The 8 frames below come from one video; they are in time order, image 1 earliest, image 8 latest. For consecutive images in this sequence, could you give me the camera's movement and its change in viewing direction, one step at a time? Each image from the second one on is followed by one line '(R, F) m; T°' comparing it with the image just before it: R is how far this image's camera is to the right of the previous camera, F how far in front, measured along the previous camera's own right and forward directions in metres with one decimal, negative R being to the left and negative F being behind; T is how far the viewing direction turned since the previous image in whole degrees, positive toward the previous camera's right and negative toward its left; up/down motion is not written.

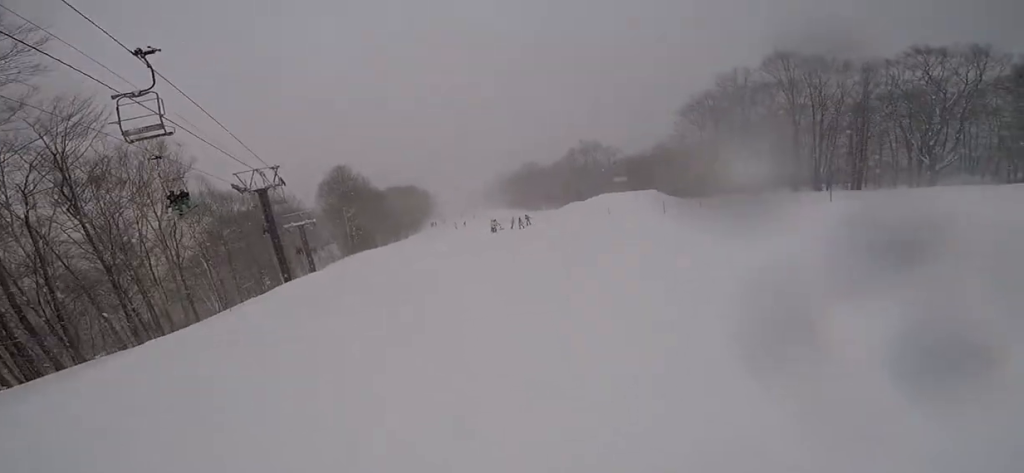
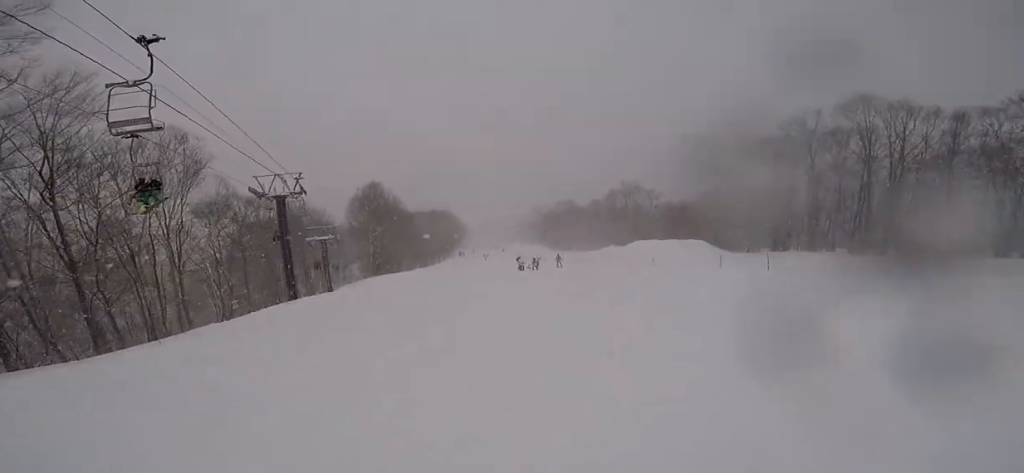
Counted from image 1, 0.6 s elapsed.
(+0.1, +3.6) m; -4°
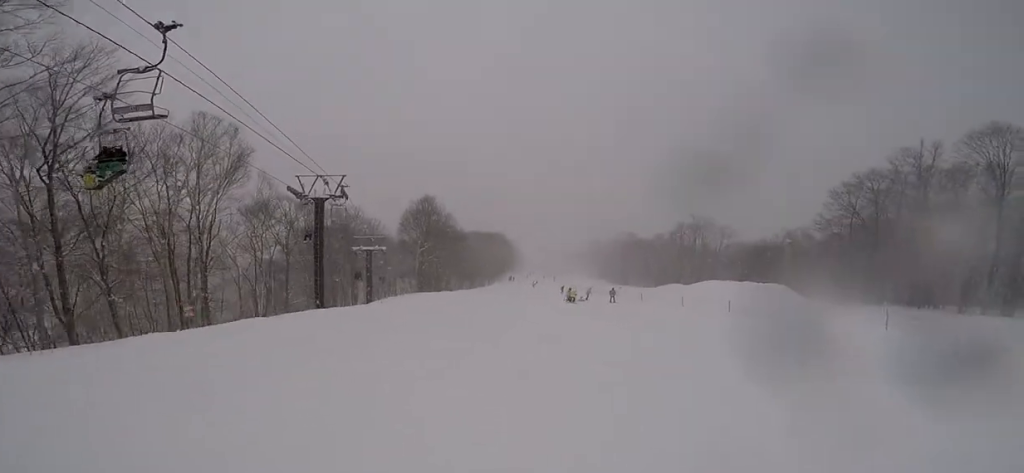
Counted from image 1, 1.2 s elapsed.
(-0.4, +3.6) m; -5°
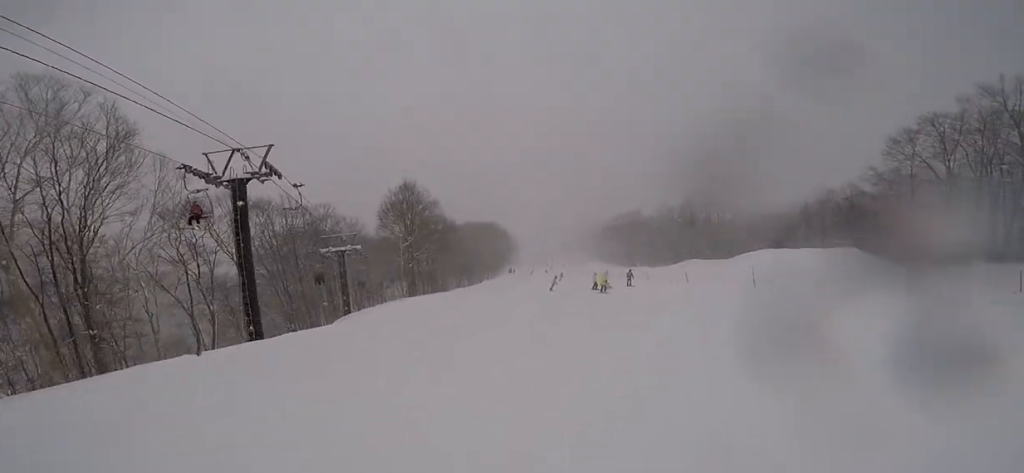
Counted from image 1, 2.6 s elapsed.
(-0.3, +9.4) m; +4°
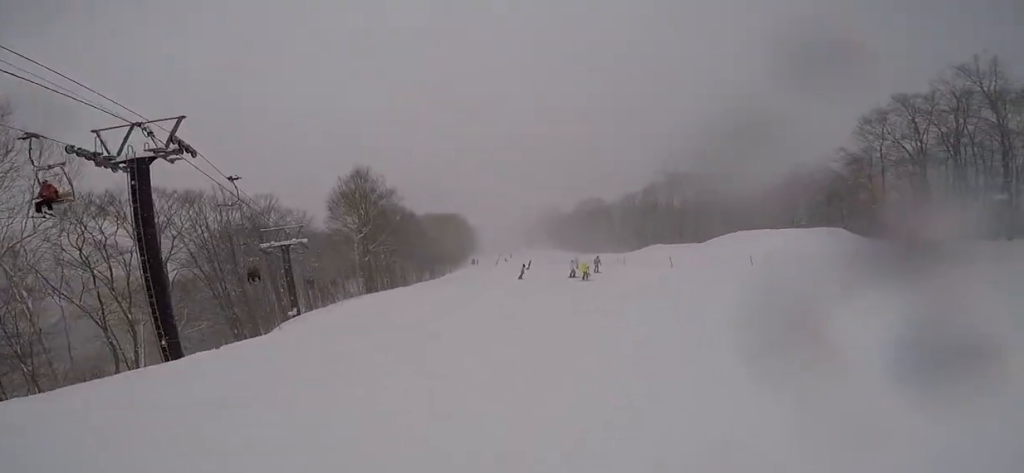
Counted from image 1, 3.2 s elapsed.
(+0.5, +3.9) m; 0°
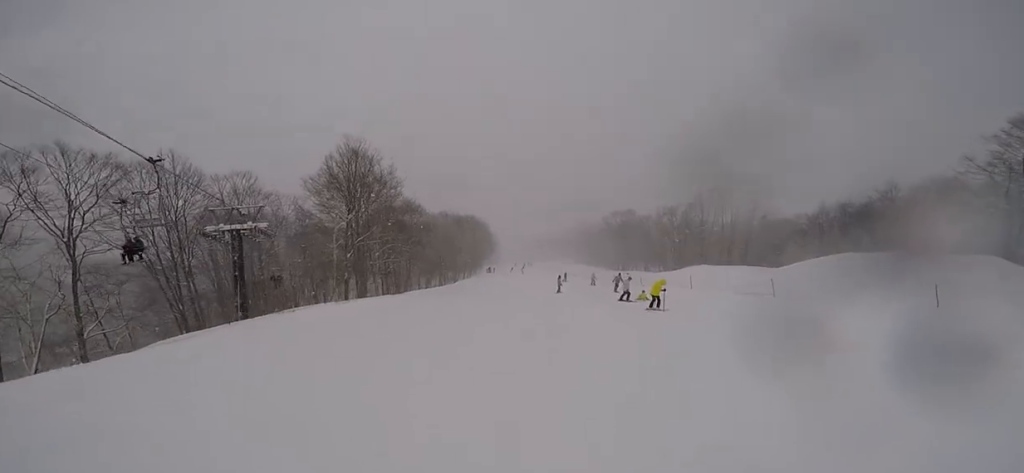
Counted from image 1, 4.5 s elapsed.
(-0.6, +9.9) m; 0°
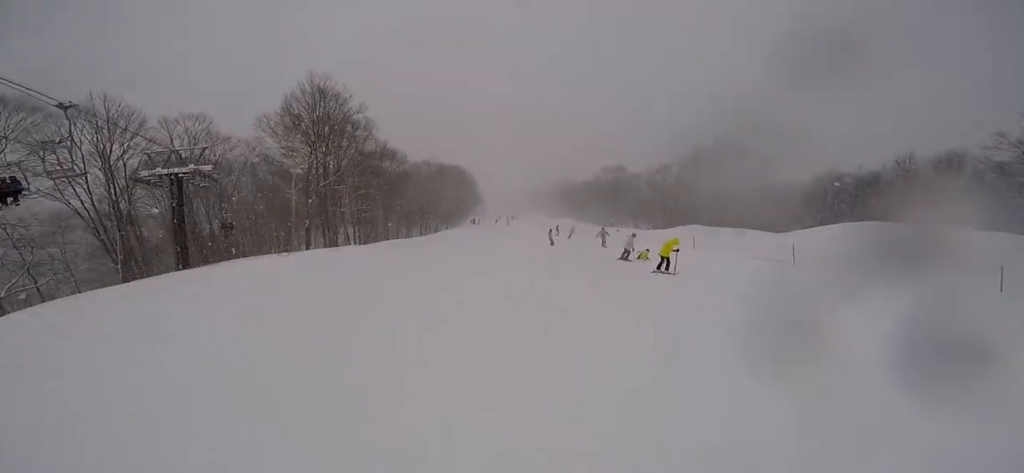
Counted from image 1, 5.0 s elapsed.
(+0.4, +3.1) m; 0°
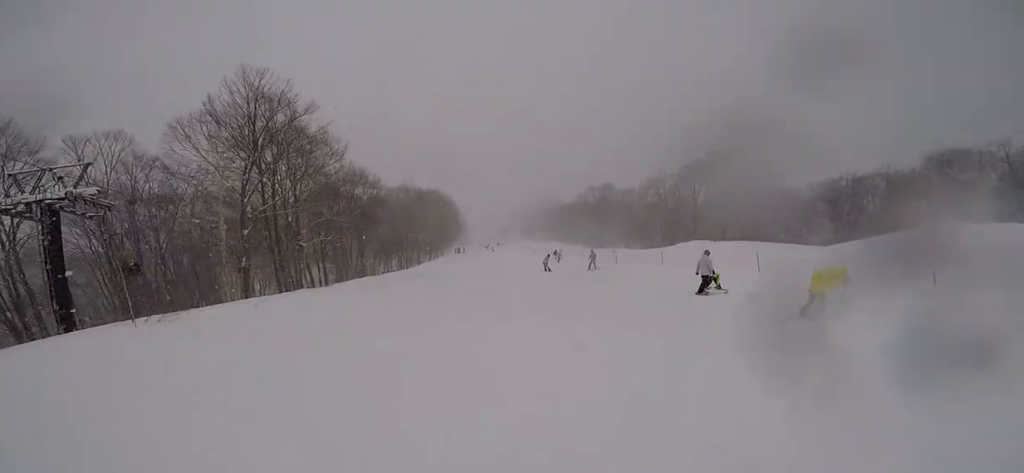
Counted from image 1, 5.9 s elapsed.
(+0.2, +6.7) m; +2°
